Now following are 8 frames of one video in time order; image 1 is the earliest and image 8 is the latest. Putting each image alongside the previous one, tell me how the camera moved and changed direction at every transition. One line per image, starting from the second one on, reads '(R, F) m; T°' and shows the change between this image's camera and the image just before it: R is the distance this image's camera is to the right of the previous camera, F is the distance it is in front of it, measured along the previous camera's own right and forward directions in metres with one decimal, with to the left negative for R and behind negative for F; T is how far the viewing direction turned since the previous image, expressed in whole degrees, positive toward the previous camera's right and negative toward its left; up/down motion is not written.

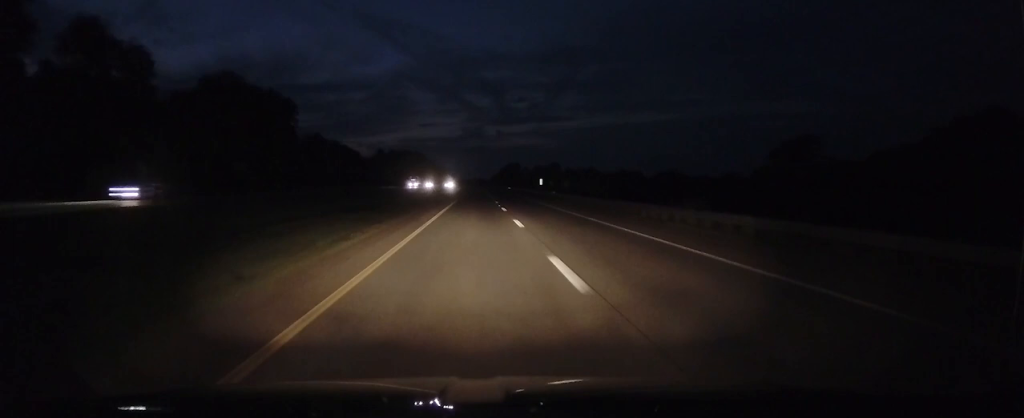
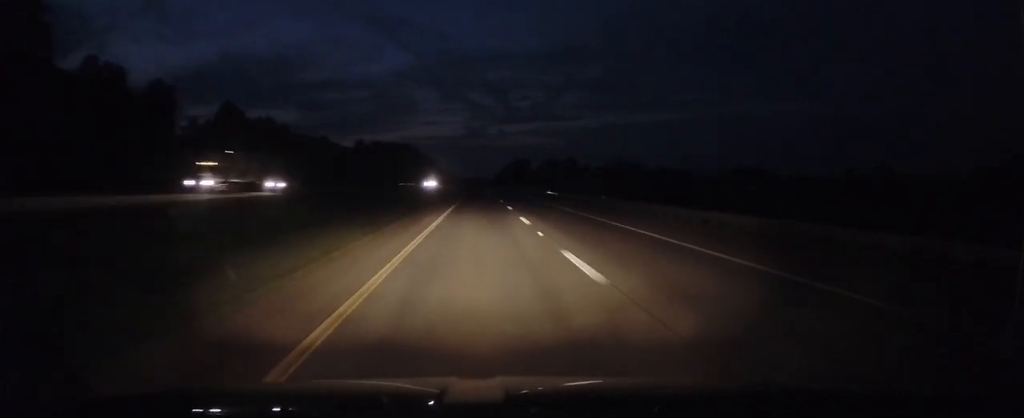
(-0.2, +78.7) m; 0°
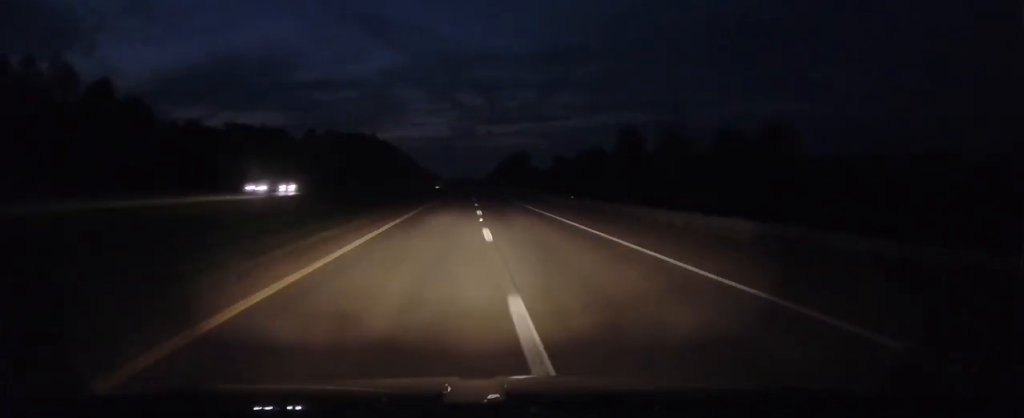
(+0.4, +73.9) m; +1°
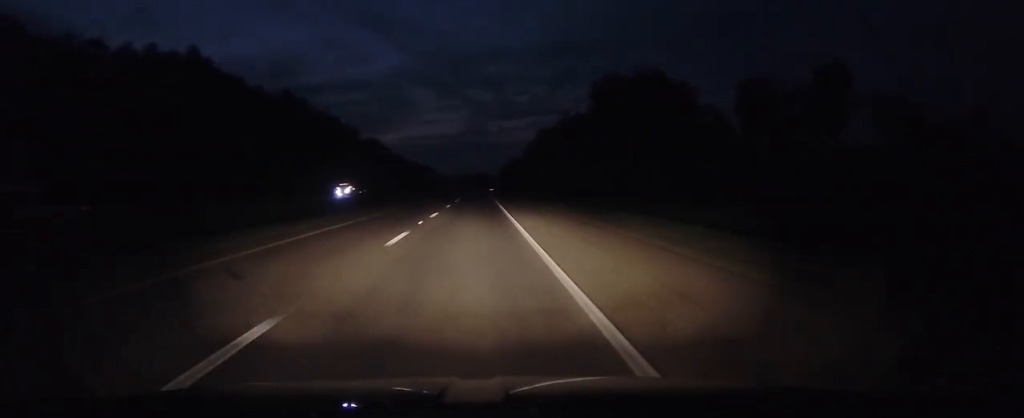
(+0.7, +321.8) m; 0°
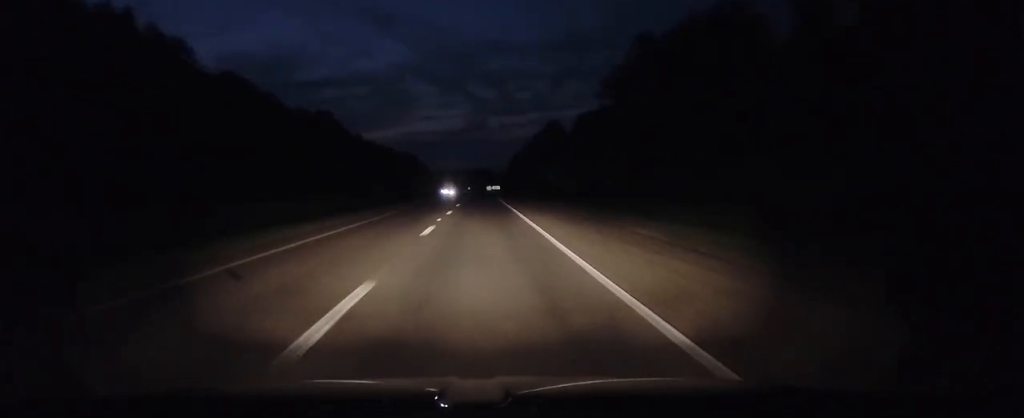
(-1.2, +156.2) m; 0°
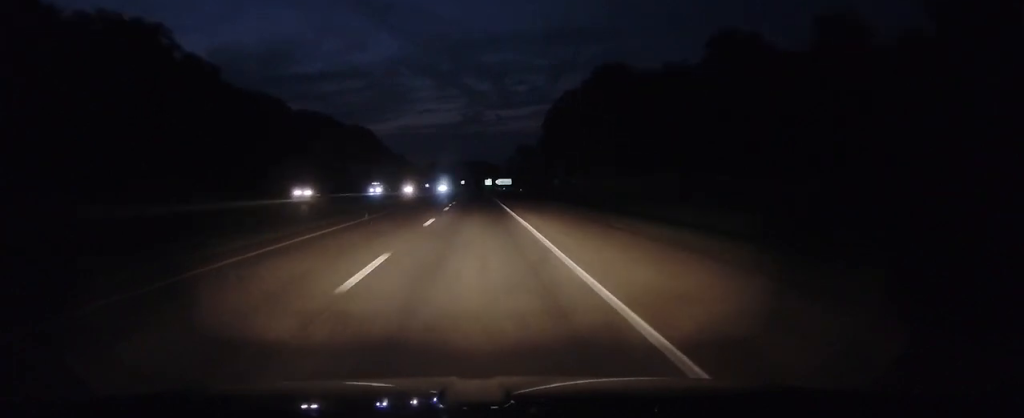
(+0.7, +166.1) m; 0°
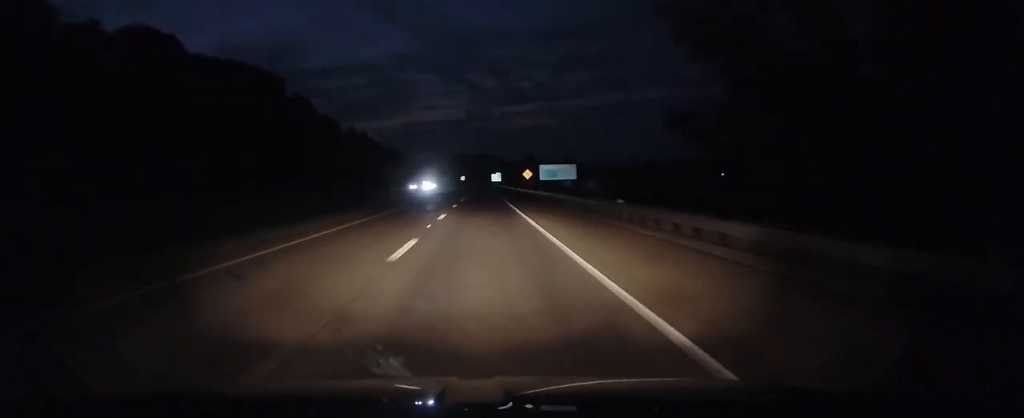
(-0.5, +122.4) m; 0°
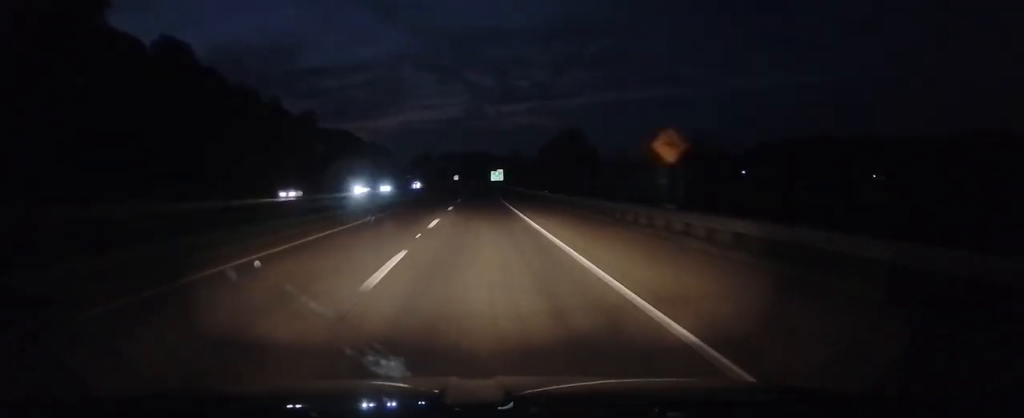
(0.0, +62.1) m; 0°
